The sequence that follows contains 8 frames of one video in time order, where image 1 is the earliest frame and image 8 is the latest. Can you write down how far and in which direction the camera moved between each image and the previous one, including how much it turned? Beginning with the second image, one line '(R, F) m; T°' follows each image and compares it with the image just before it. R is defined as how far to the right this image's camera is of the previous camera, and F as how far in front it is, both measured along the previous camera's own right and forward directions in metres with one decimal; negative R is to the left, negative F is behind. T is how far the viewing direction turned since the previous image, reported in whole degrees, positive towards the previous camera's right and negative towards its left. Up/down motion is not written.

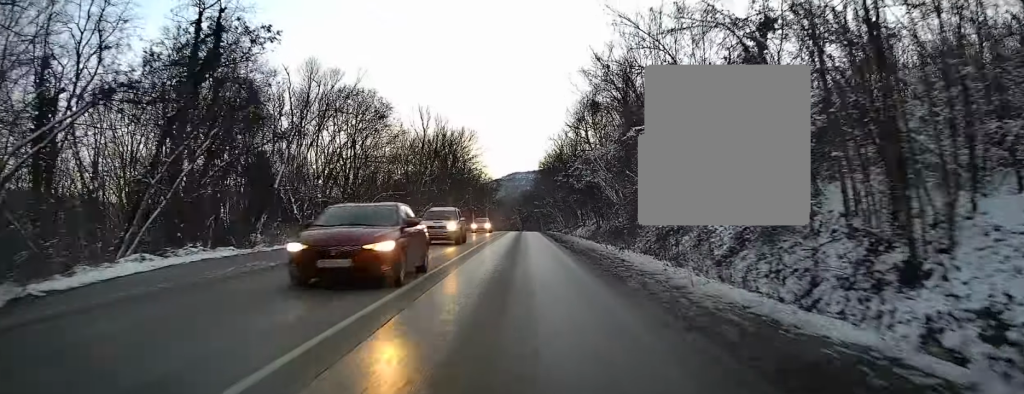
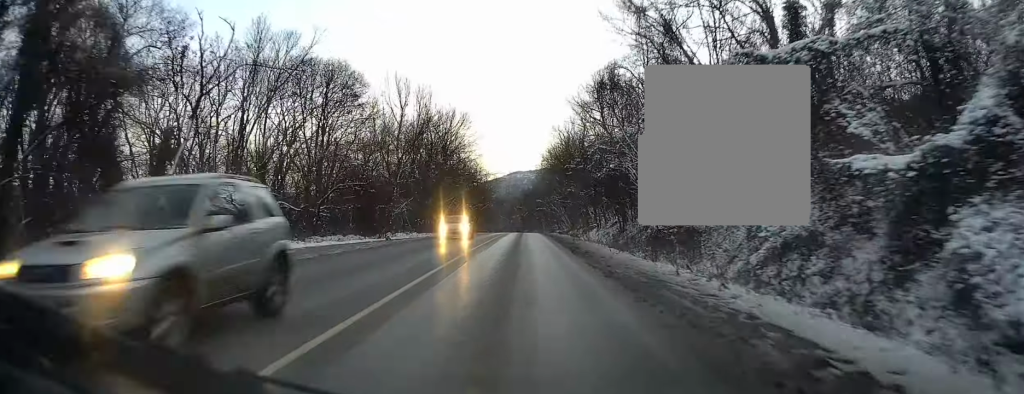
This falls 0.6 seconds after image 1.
(-0.1, +11.9) m; 0°
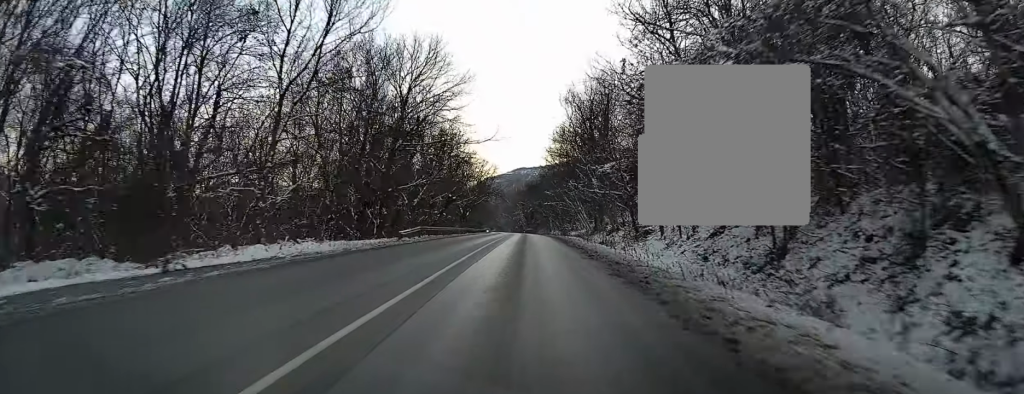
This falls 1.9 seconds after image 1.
(0.0, +24.7) m; 0°
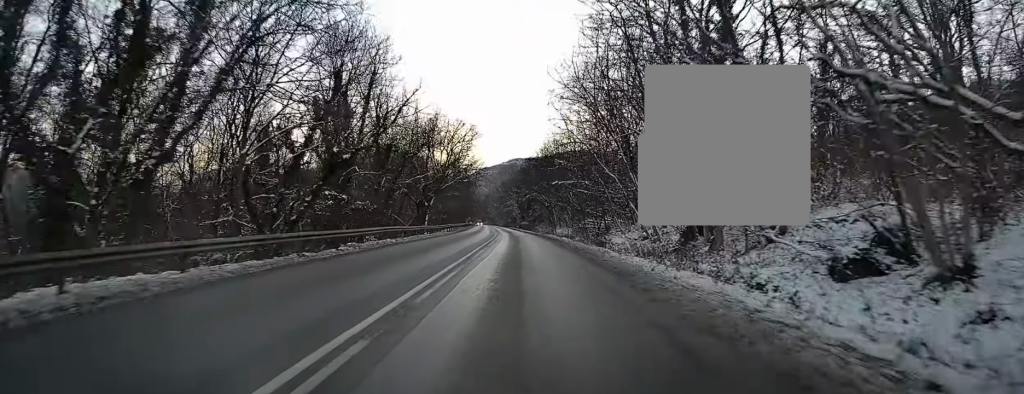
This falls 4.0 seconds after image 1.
(-0.1, +39.0) m; 0°
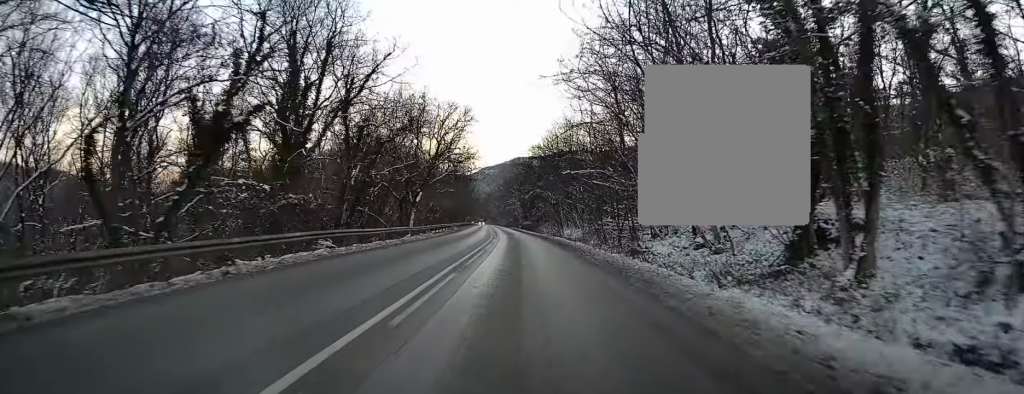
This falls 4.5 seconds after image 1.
(0.0, +10.9) m; 0°
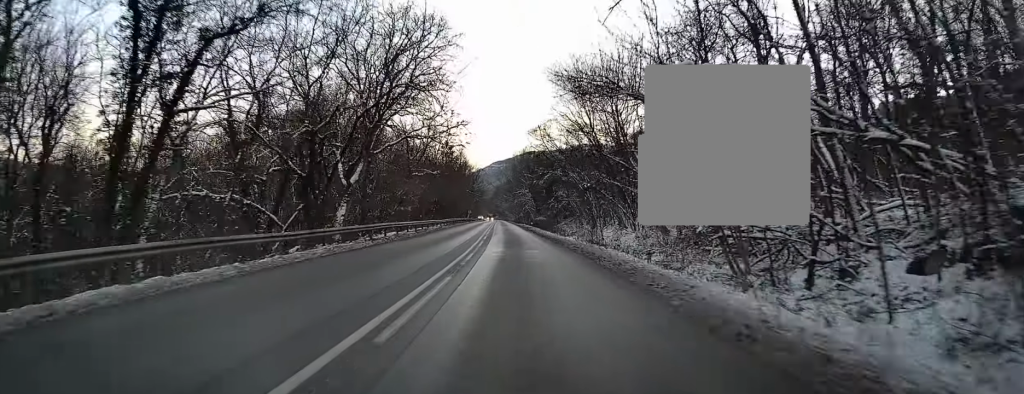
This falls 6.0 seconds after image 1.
(-0.4, +27.8) m; -2°
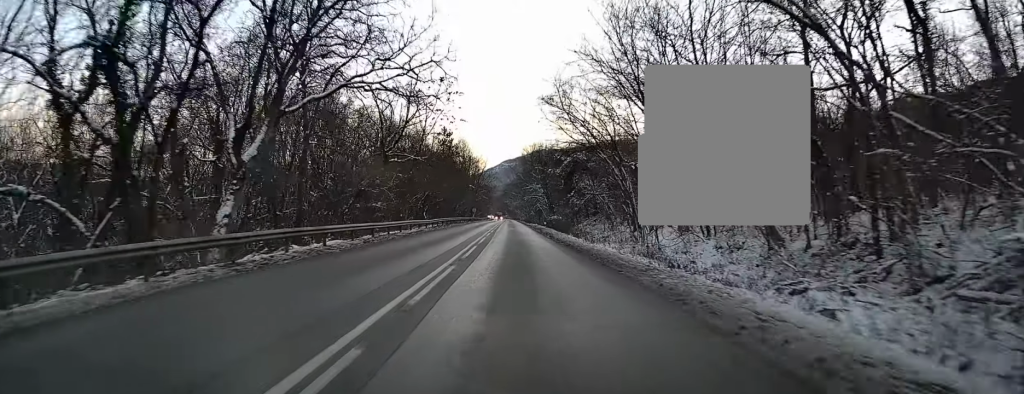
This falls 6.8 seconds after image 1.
(-0.2, +15.5) m; 0°
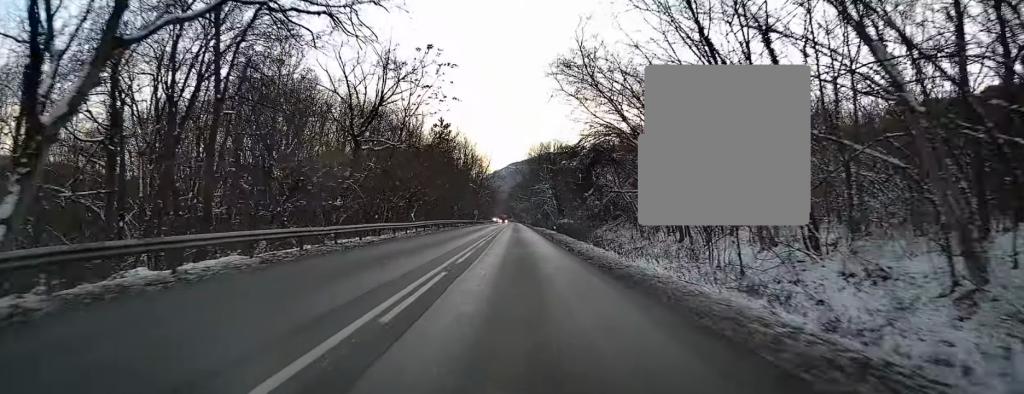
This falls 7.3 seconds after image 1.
(0.0, +10.5) m; 0°
